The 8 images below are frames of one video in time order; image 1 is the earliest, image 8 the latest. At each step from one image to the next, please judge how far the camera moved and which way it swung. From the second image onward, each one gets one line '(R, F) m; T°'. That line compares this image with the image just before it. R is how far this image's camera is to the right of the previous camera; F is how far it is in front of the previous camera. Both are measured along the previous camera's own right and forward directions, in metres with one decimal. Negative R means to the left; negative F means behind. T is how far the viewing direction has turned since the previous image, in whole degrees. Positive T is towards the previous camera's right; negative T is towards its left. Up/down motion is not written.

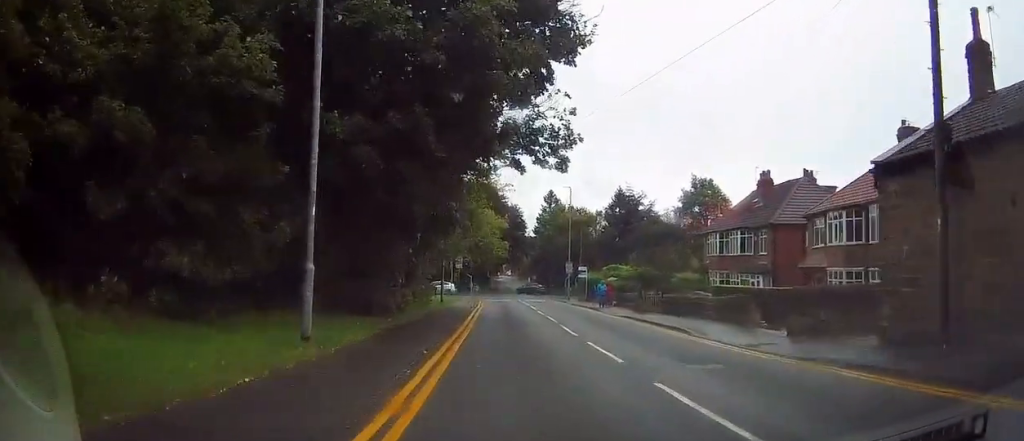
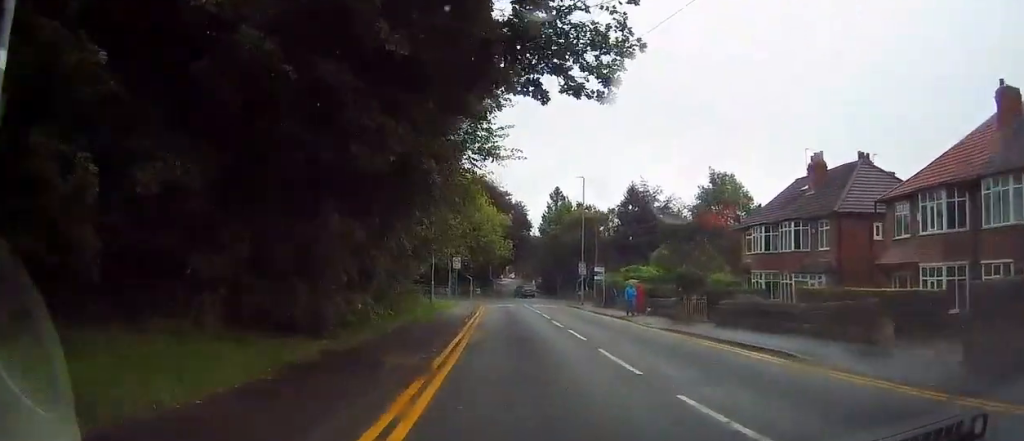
(-0.3, +7.4) m; 0°
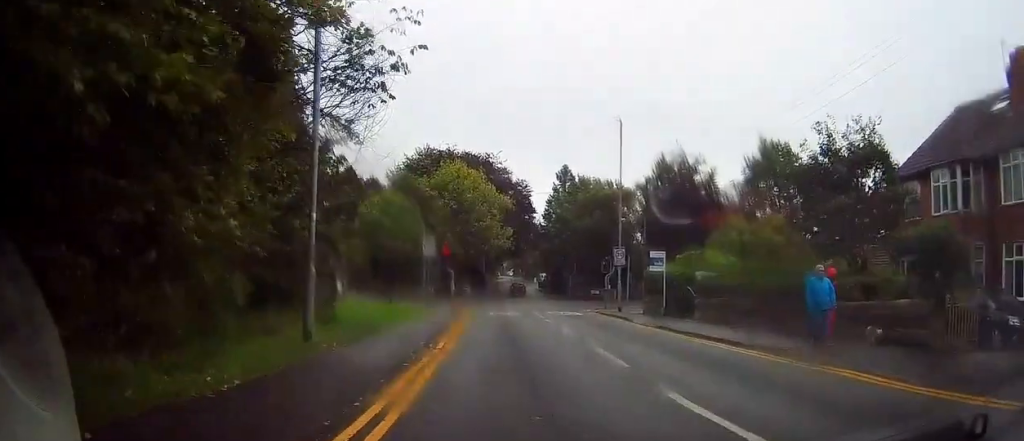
(-0.1, +18.8) m; 0°
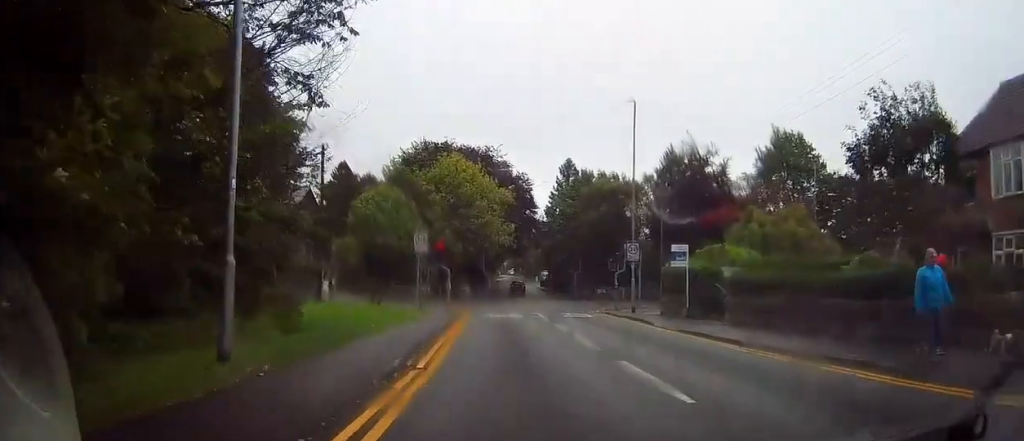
(+0.1, +3.7) m; +1°
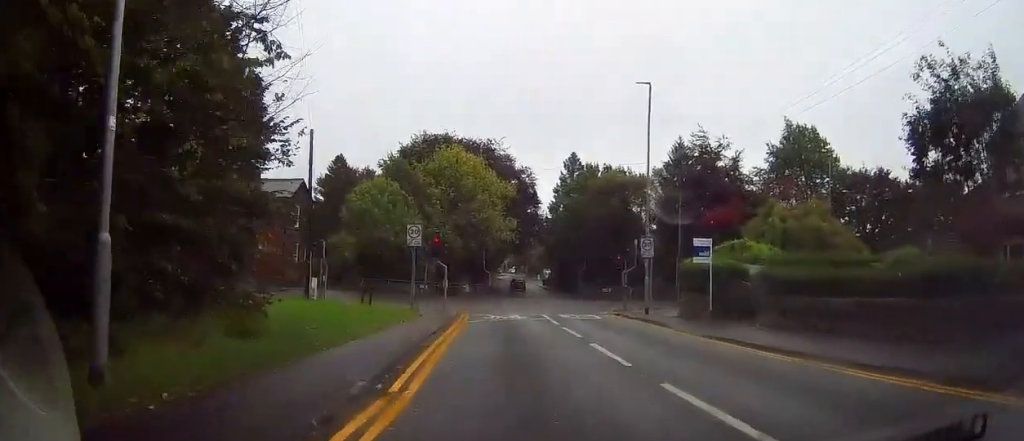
(0.0, +2.8) m; 0°
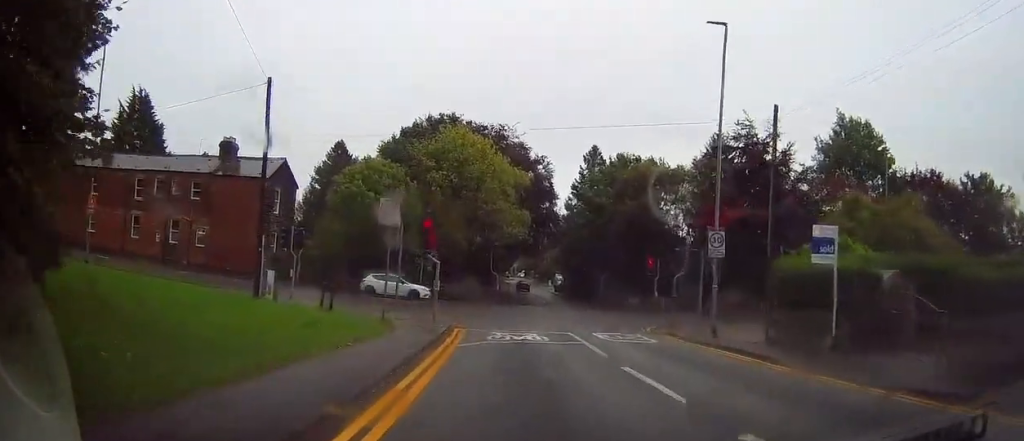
(-0.3, +8.7) m; -4°
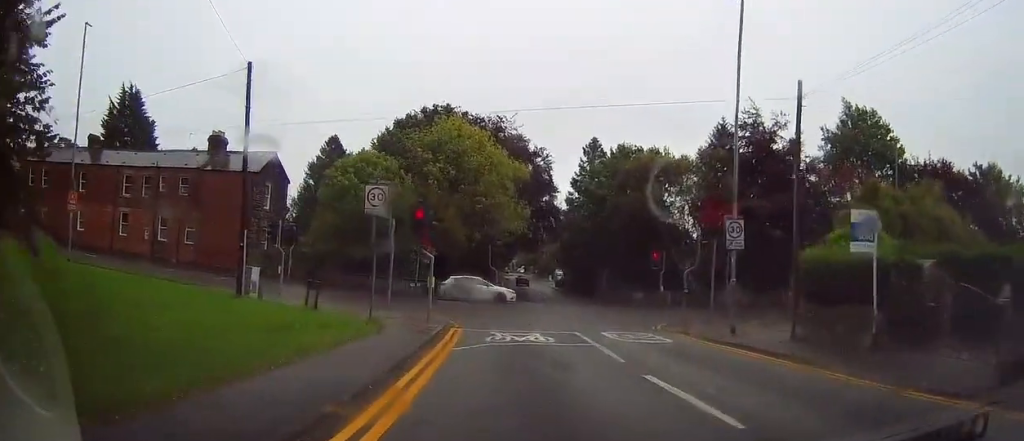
(-0.2, +2.0) m; +1°
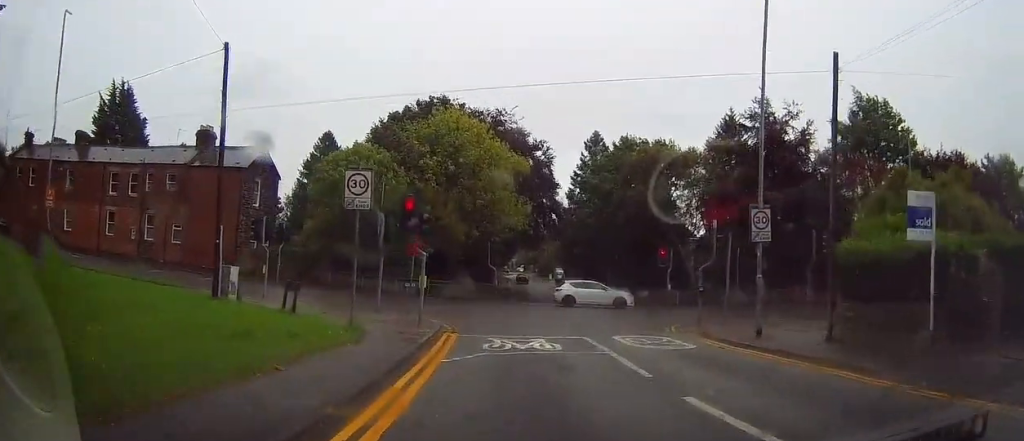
(0.0, +2.3) m; +1°
